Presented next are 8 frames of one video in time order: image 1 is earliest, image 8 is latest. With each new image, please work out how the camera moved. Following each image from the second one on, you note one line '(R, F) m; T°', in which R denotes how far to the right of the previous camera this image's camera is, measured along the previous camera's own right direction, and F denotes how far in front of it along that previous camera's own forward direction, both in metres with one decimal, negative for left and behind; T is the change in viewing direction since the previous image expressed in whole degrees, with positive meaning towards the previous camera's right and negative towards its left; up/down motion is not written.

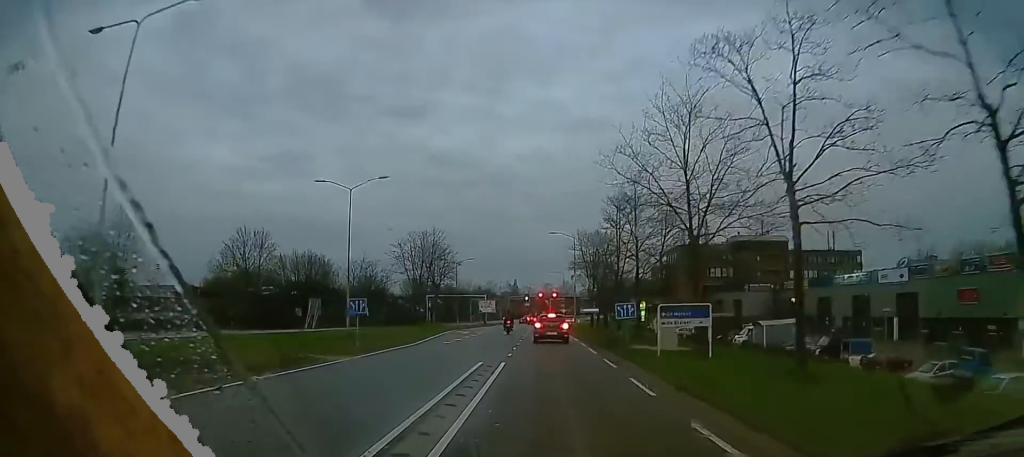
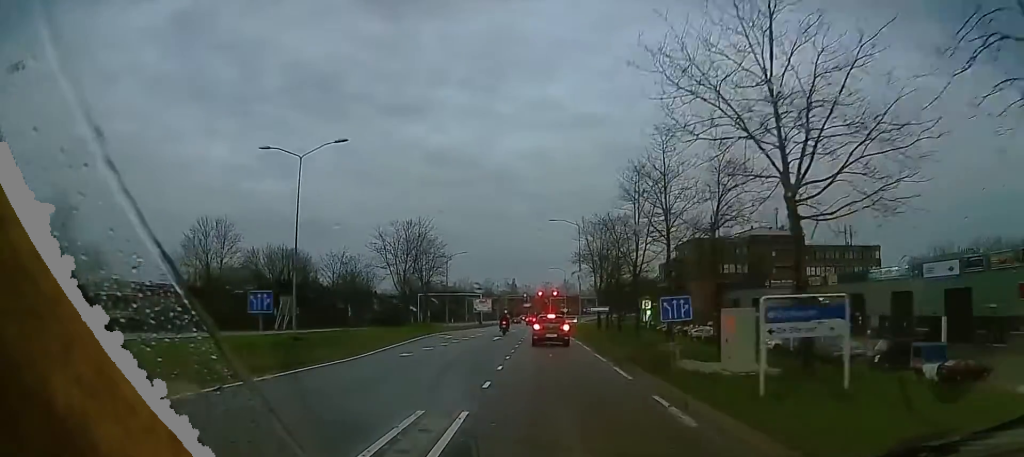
(0.0, +9.1) m; 0°
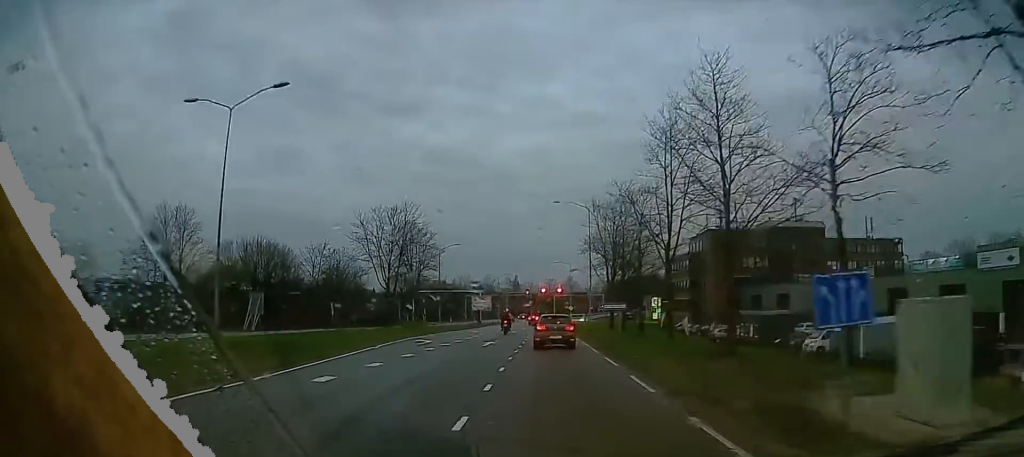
(+0.1, +9.8) m; -2°
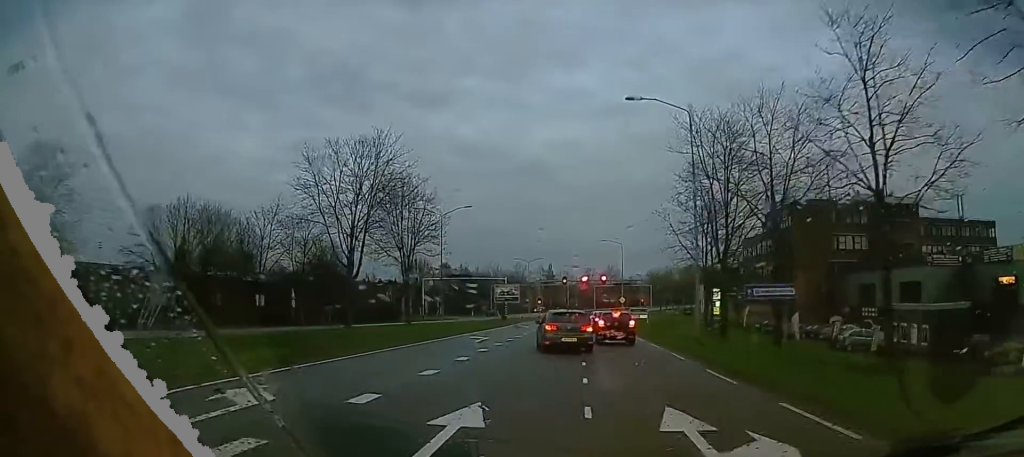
(-1.1, +26.7) m; -1°
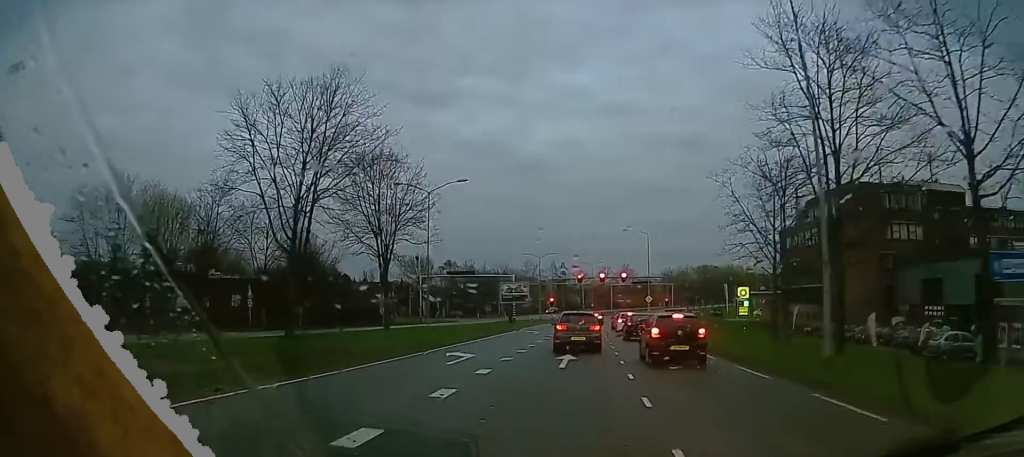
(+0.2, +13.2) m; 0°
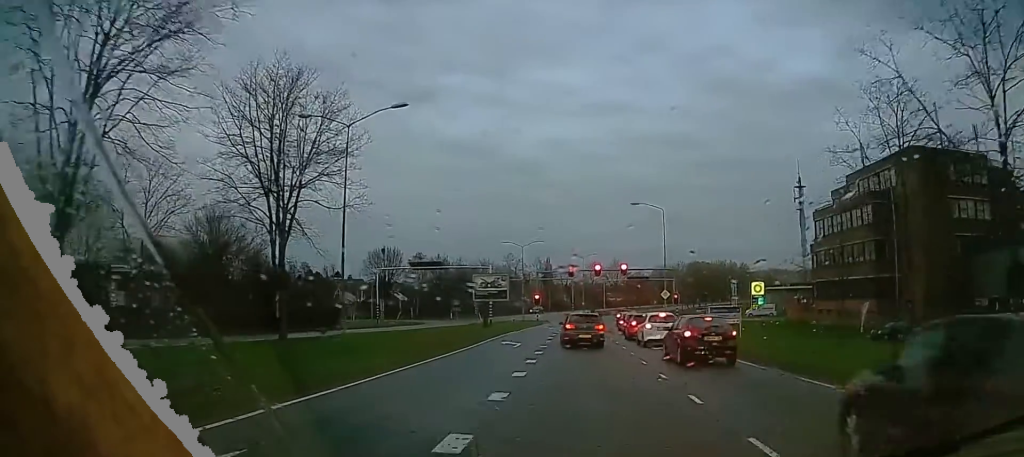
(-0.6, +18.6) m; -2°
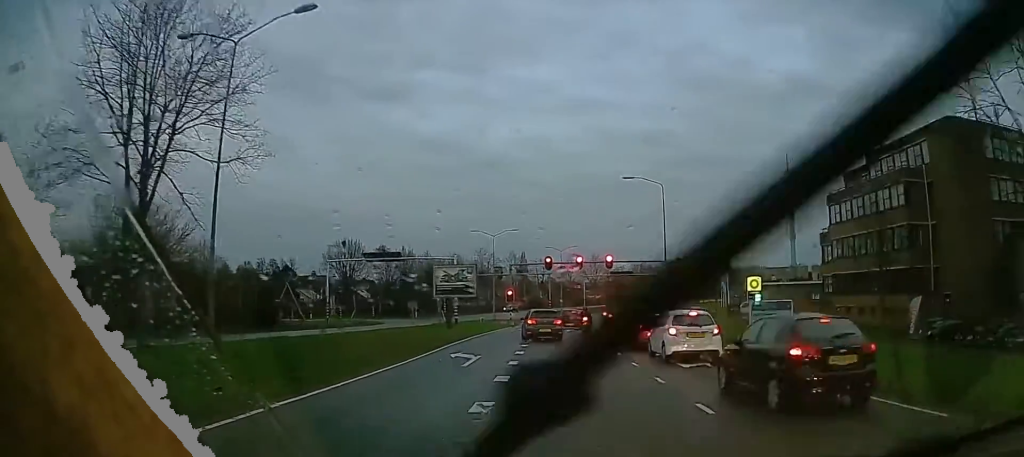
(+0.3, +10.7) m; +2°
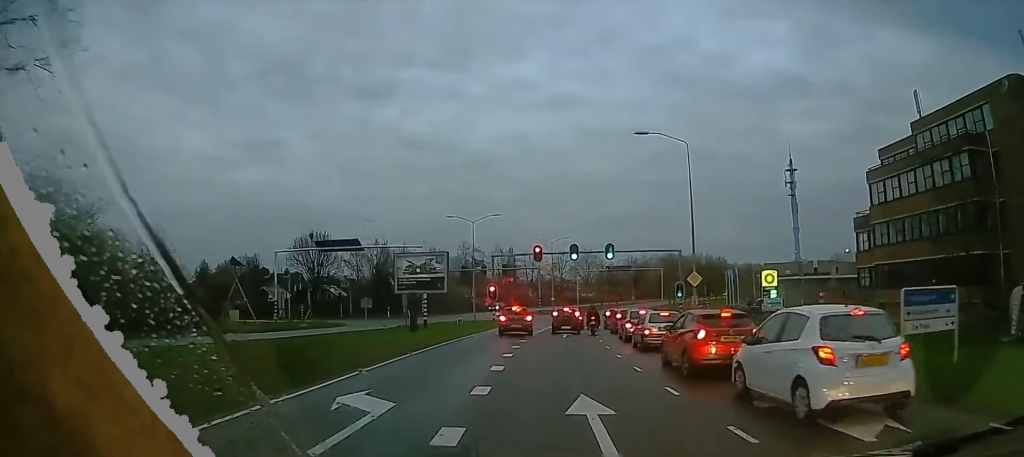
(+0.2, +11.2) m; -2°
